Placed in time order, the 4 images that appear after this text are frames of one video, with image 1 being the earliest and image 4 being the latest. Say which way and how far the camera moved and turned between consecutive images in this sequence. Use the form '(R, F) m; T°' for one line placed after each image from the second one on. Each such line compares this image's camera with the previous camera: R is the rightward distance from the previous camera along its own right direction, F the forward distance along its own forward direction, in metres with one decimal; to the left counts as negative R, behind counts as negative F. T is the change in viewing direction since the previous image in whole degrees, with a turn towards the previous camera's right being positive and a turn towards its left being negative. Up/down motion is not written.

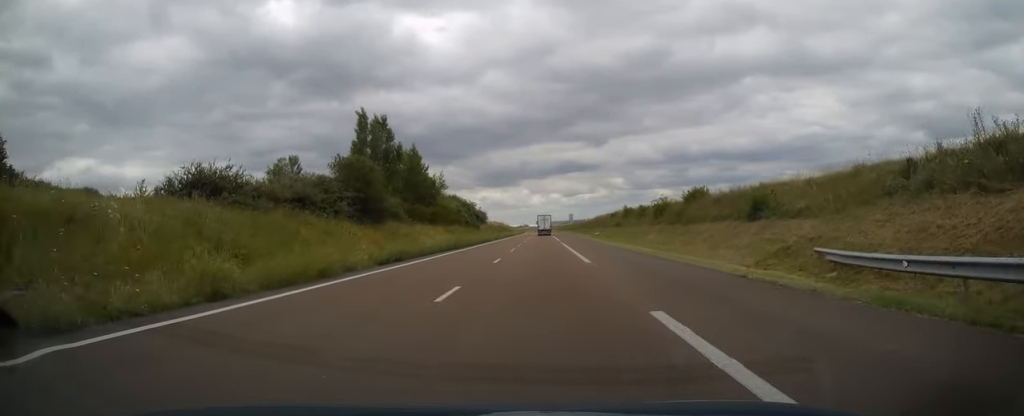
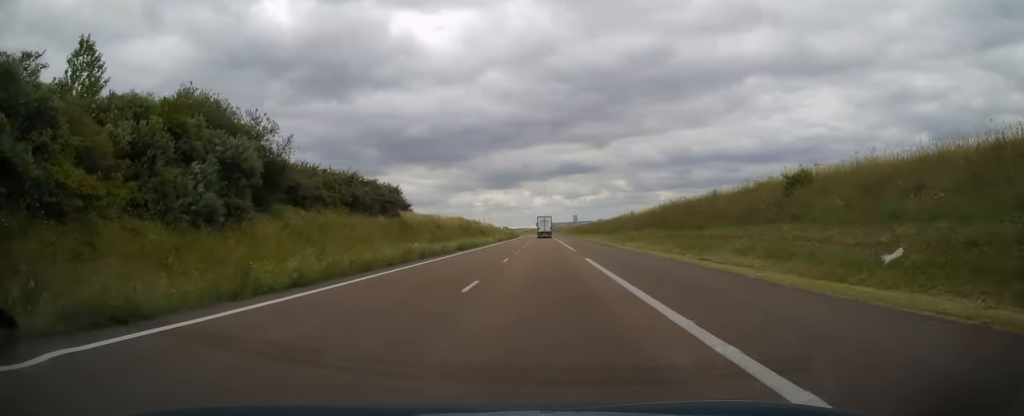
(+0.1, +76.1) m; 0°
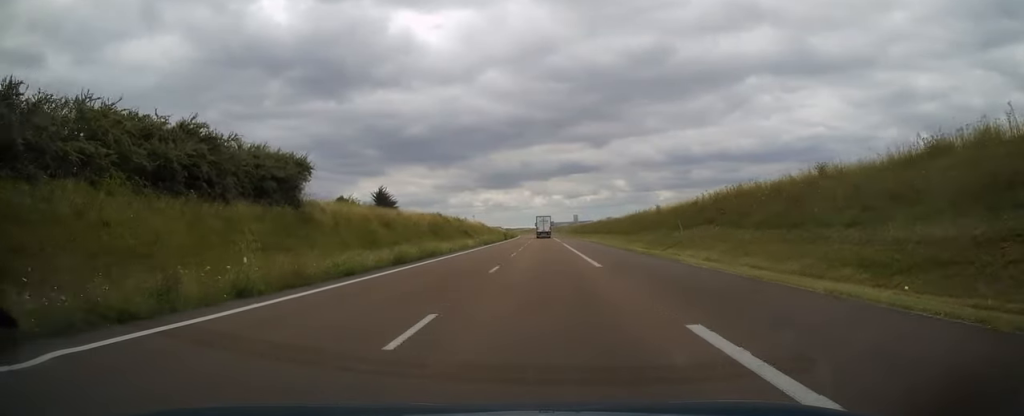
(0.0, +19.6) m; 0°
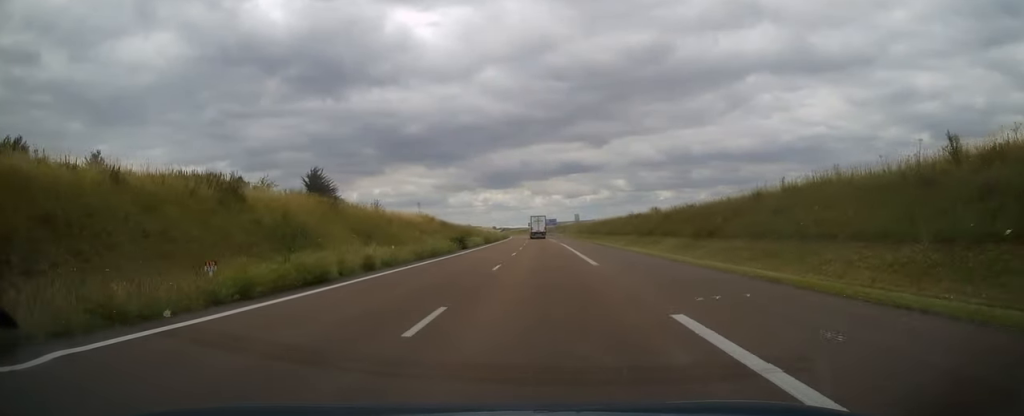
(-0.3, +51.3) m; 0°
